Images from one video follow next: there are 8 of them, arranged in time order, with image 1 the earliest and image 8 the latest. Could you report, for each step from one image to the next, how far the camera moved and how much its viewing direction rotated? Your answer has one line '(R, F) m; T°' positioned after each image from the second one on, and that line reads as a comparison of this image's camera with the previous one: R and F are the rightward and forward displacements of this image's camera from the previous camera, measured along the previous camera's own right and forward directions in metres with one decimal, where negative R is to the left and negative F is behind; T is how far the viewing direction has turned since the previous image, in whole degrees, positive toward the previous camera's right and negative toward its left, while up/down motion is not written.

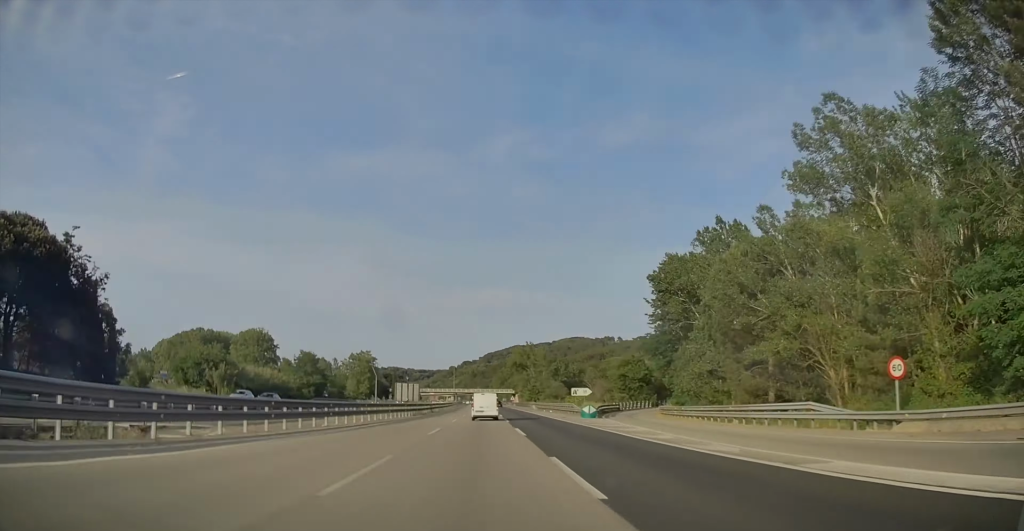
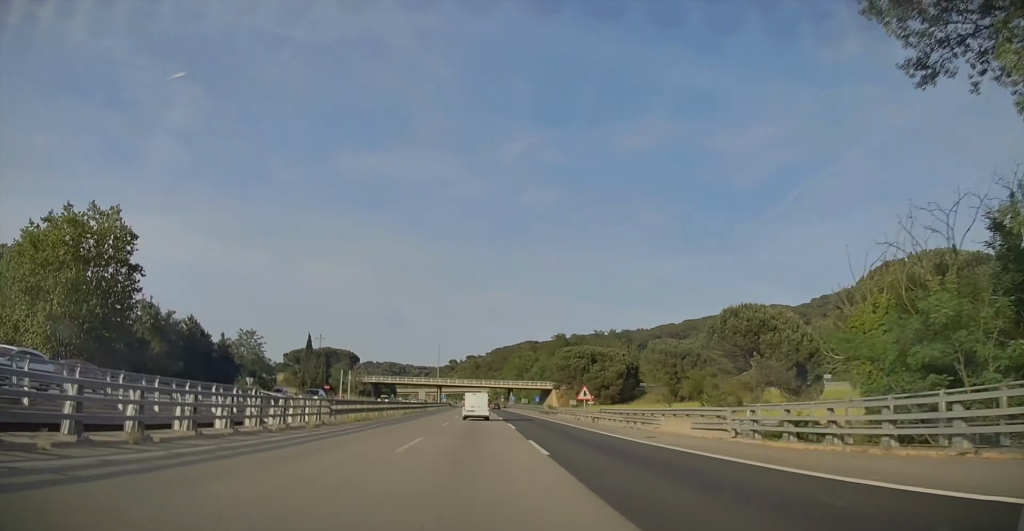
(-1.7, +144.0) m; -2°
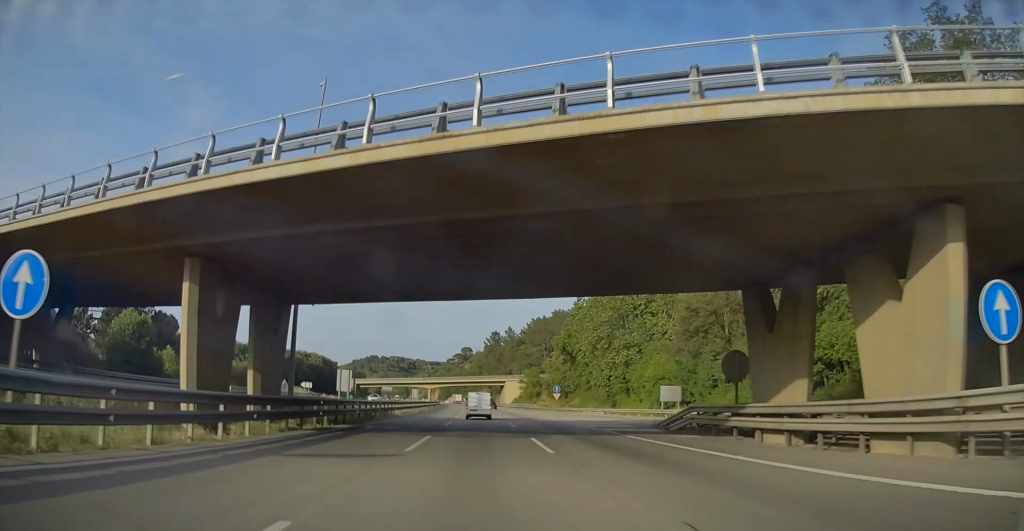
(+1.5, +161.2) m; -3°
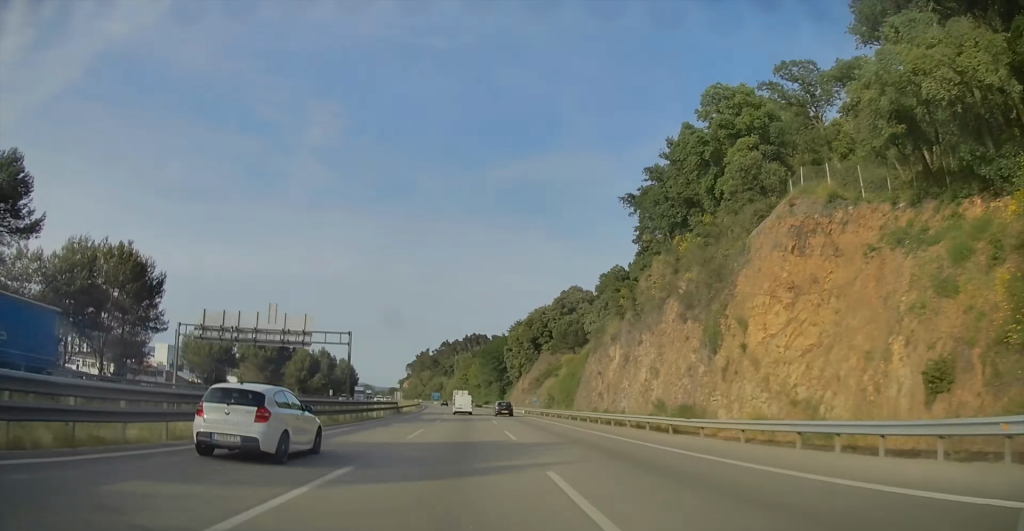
(-50.5, +425.8) m; -14°
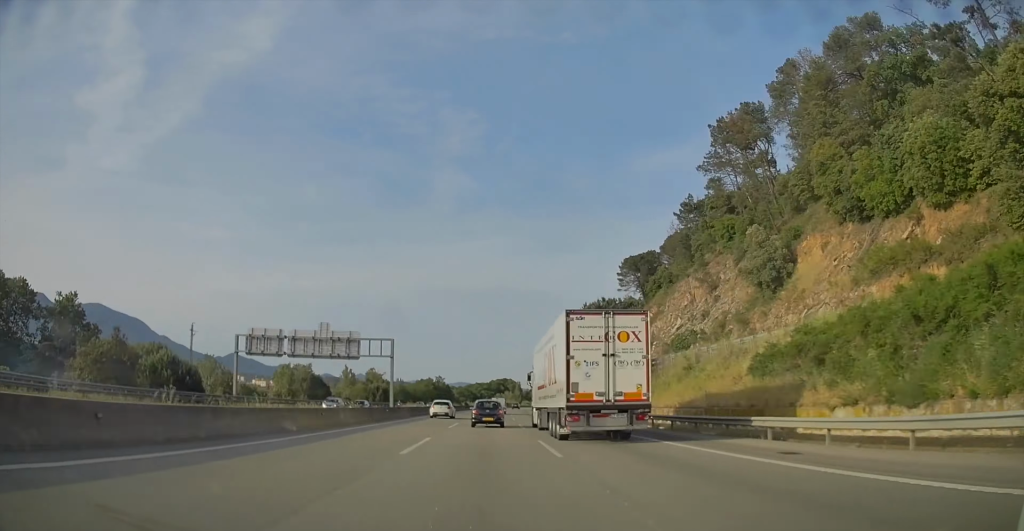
(-43.3, +488.7) m; -2°
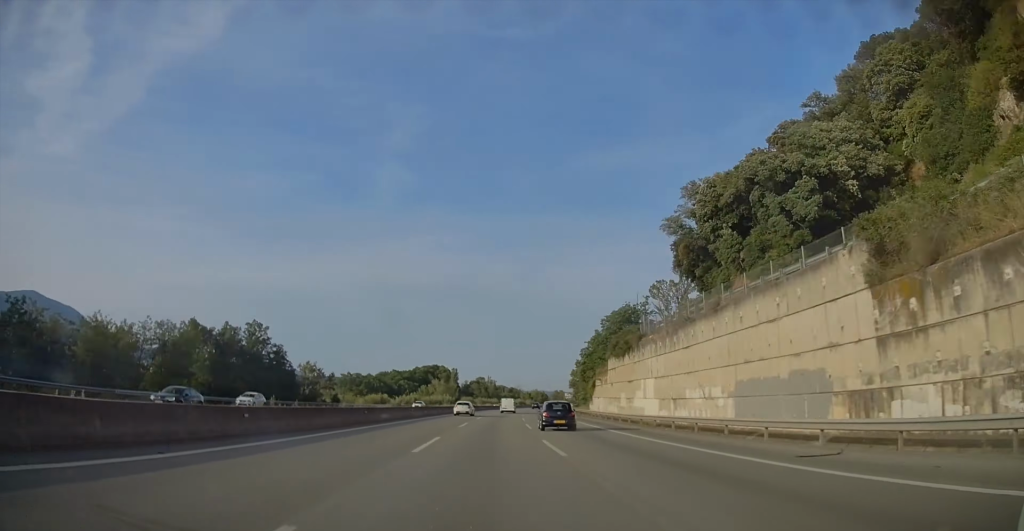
(-1.6, +153.4) m; +6°
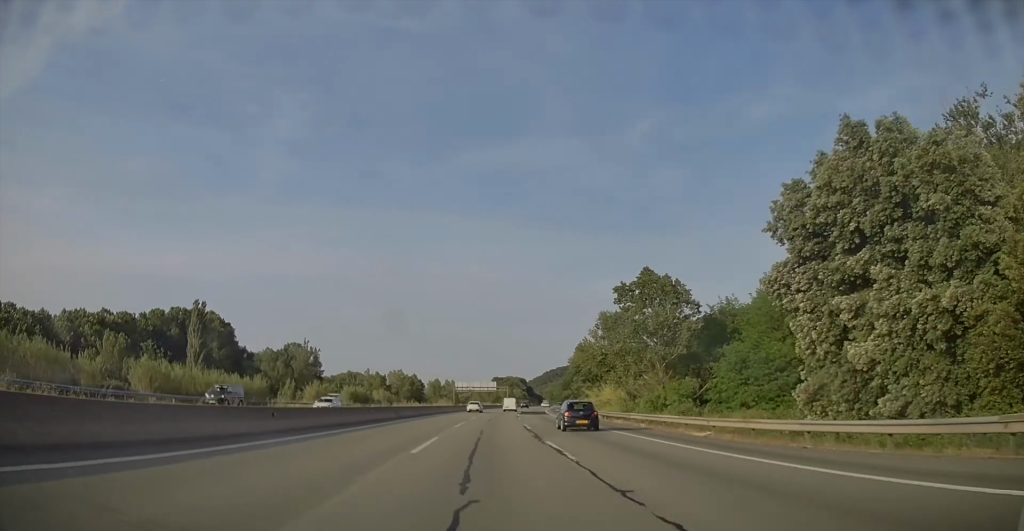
(+21.8, +198.3) m; +7°
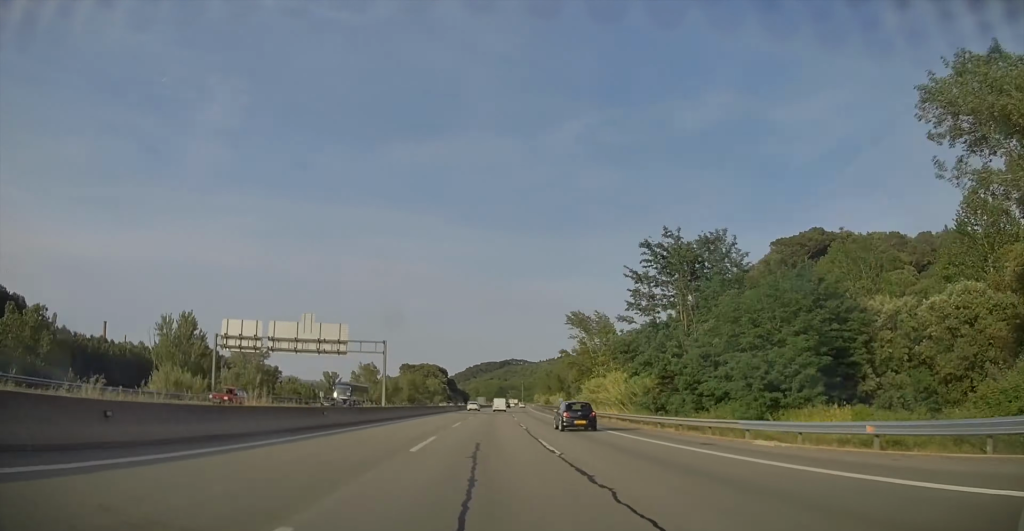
(+7.8, +155.9) m; +4°
